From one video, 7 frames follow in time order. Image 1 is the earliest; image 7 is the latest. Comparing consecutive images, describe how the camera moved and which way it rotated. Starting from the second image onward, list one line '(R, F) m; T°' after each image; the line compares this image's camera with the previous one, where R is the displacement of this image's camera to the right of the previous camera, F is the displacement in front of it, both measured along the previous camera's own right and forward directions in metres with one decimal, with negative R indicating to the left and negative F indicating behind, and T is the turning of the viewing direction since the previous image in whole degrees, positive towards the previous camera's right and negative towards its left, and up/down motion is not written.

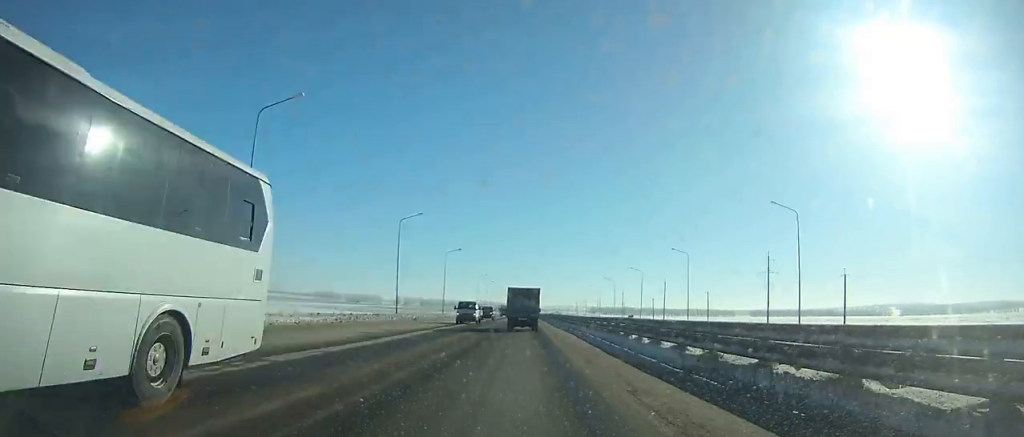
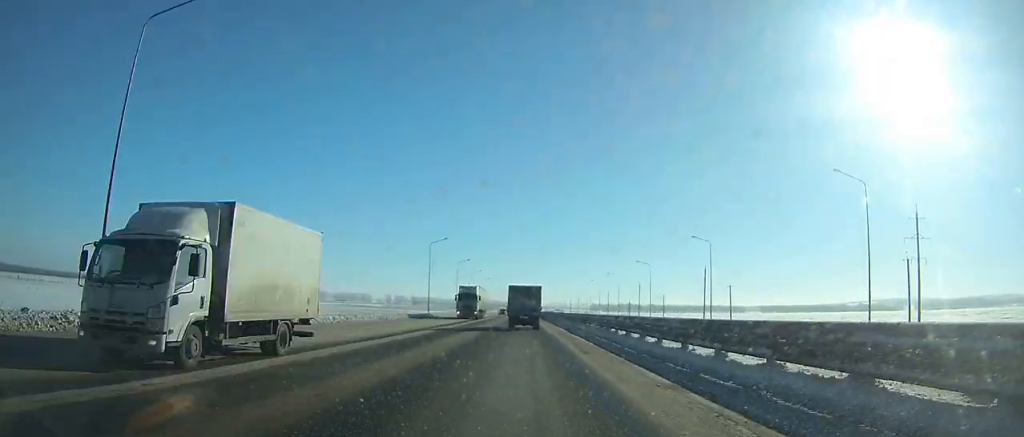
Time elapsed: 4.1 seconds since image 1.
(+0.1, +80.9) m; 0°
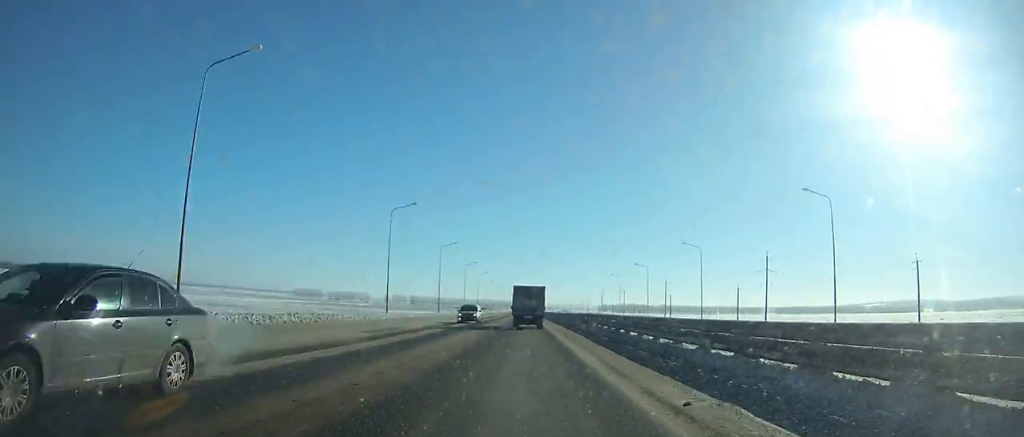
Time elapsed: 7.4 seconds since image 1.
(+0.2, +64.4) m; 0°
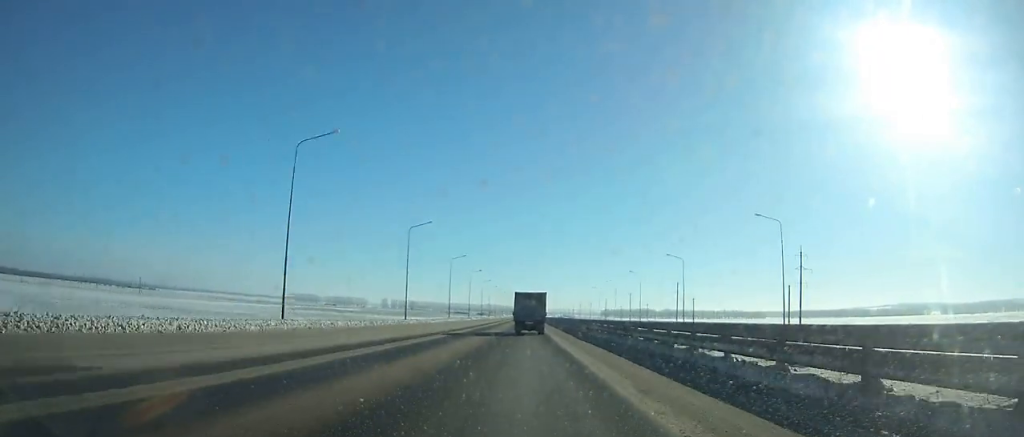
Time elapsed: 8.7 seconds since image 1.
(-0.1, +25.2) m; 0°
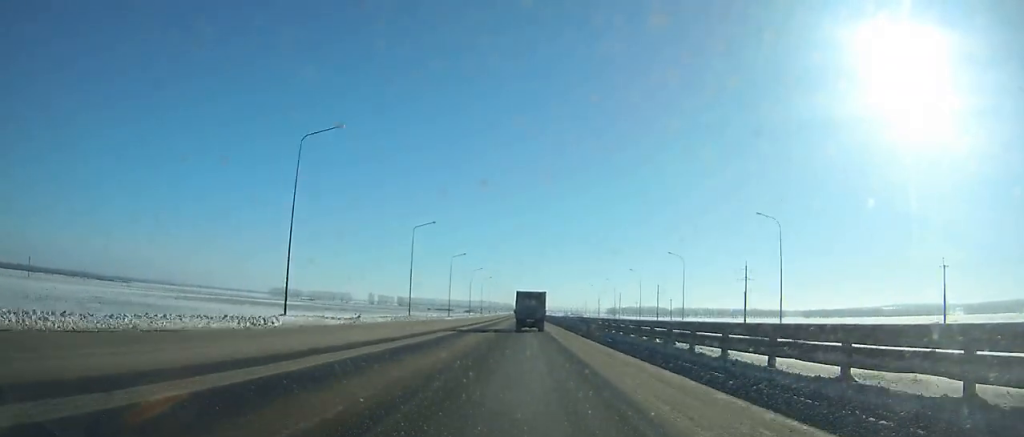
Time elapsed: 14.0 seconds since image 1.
(-0.2, +102.7) m; 0°
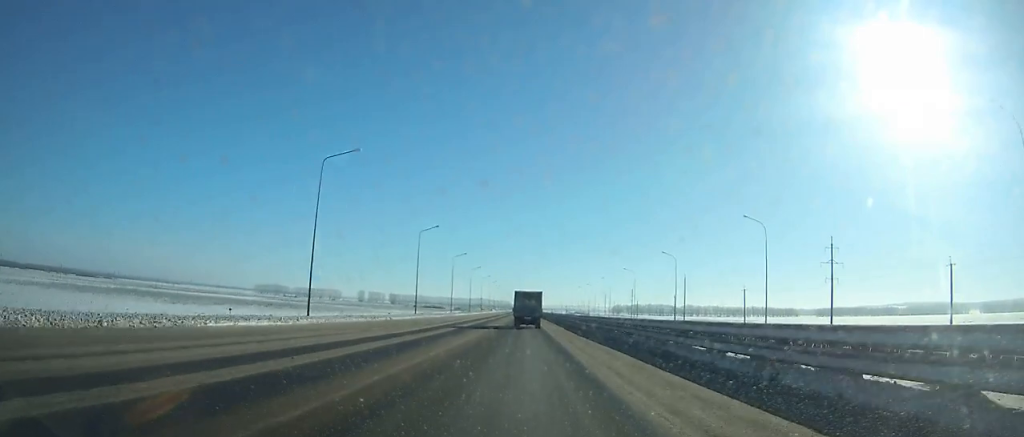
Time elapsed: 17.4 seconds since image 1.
(+0.1, +65.9) m; 0°
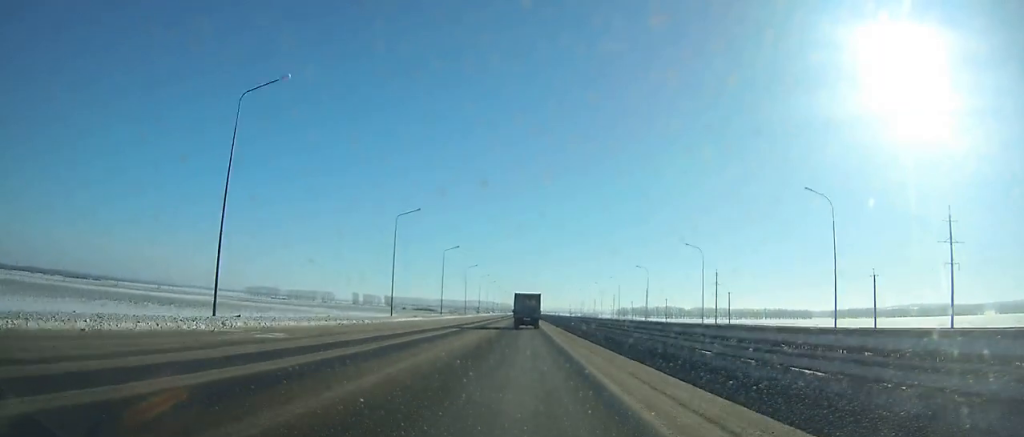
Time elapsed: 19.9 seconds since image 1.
(+0.2, +48.7) m; 0°
